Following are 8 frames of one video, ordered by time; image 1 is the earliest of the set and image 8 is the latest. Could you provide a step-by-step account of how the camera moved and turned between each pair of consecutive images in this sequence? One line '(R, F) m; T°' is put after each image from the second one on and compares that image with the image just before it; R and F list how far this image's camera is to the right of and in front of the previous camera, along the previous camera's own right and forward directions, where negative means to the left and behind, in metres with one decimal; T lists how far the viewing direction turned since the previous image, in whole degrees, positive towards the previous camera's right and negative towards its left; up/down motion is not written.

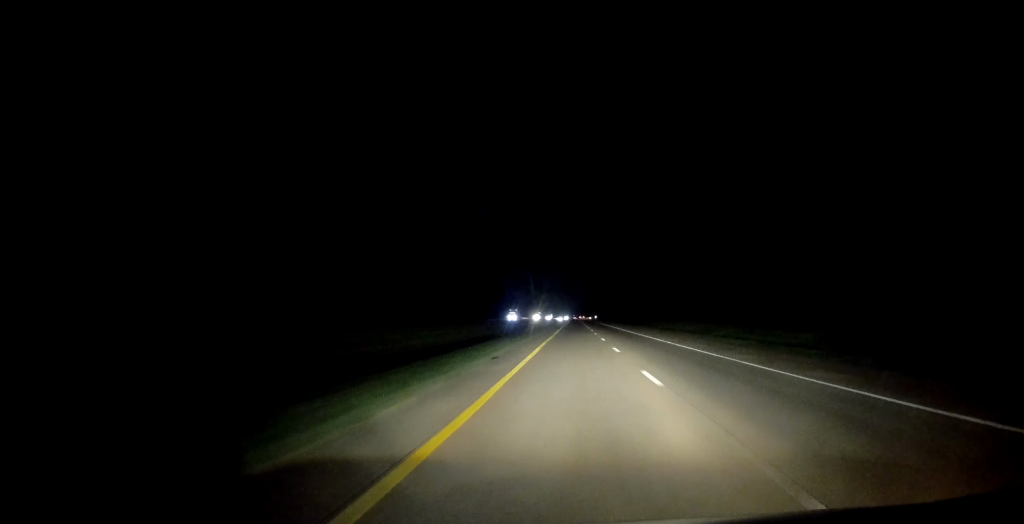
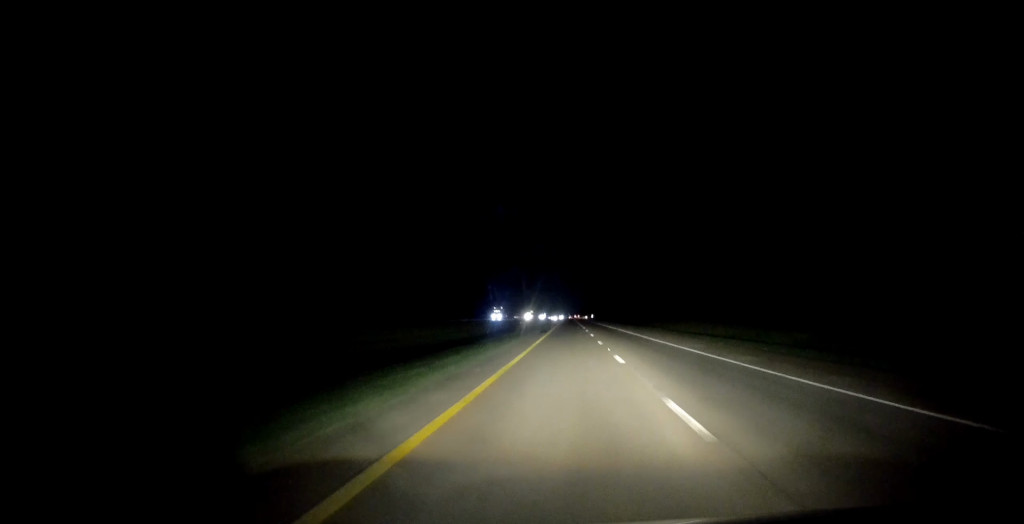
(-0.1, +17.9) m; 0°
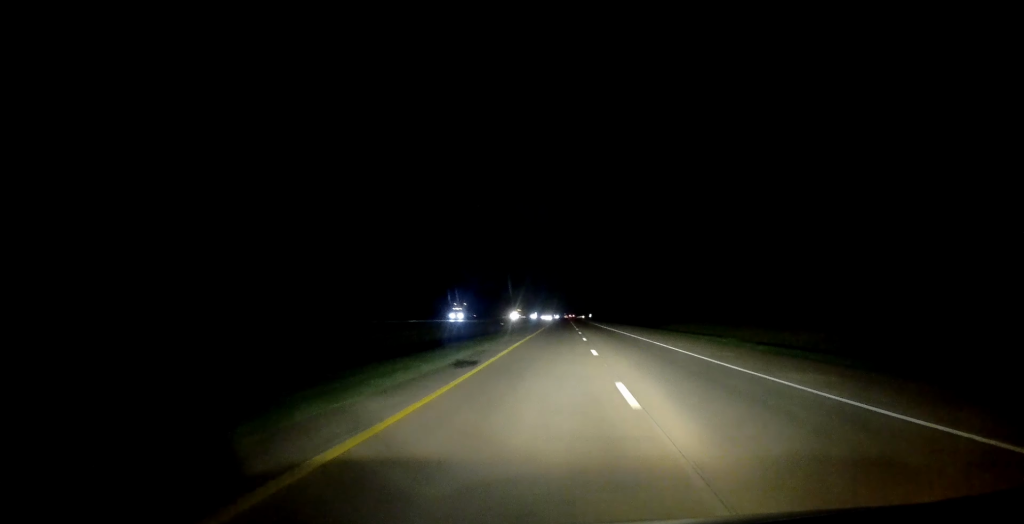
(-0.3, +33.5) m; 0°
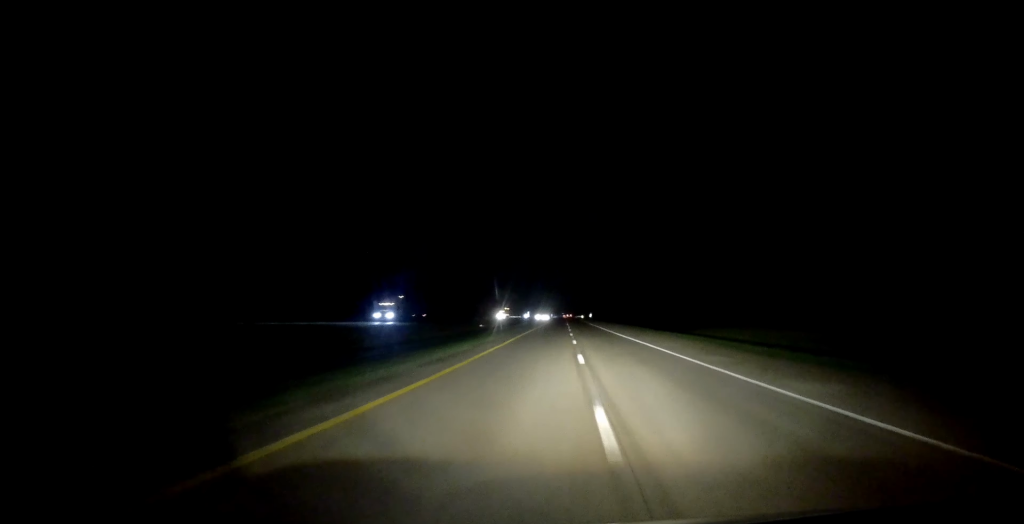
(-0.1, +28.0) m; 0°
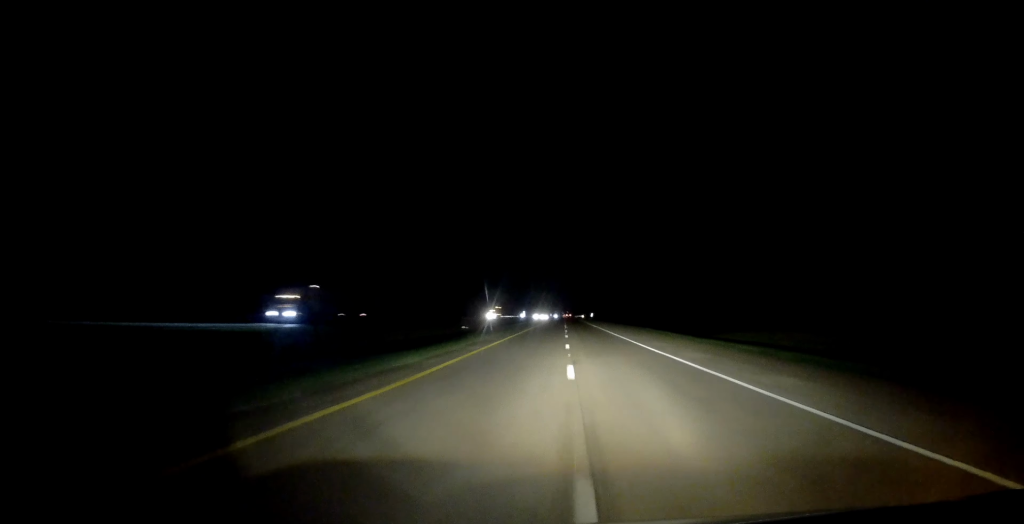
(0.0, +16.8) m; +1°
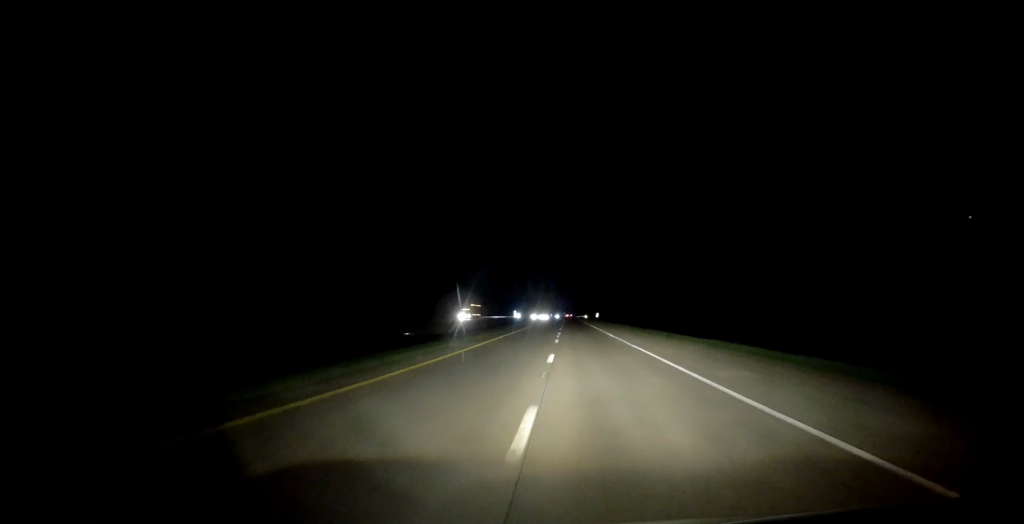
(+0.4, +32.3) m; +1°
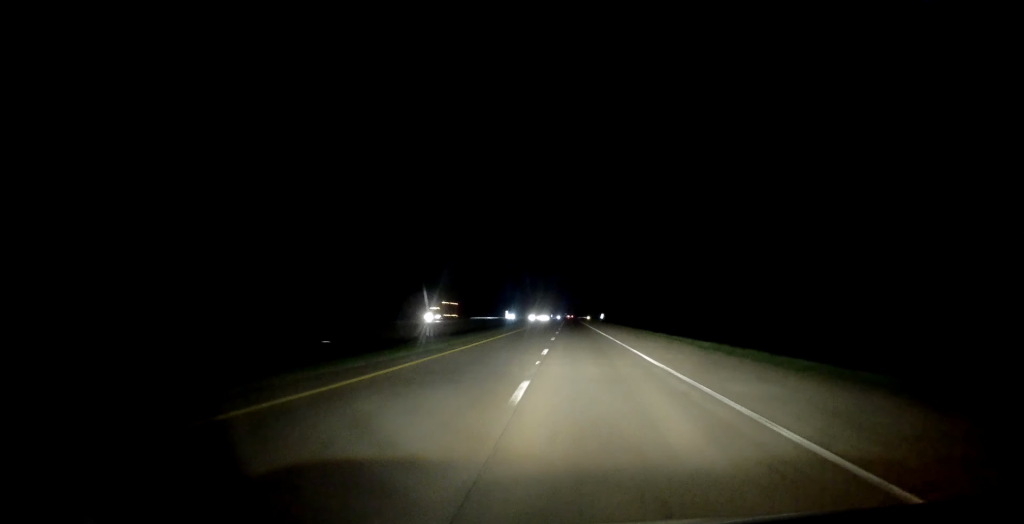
(0.0, +21.1) m; 0°
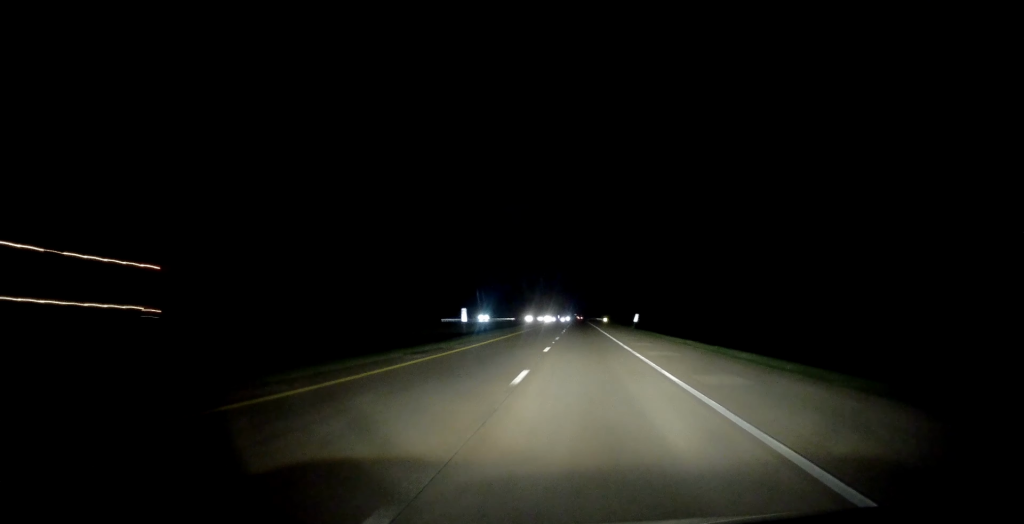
(-0.8, +60.4) m; -1°
